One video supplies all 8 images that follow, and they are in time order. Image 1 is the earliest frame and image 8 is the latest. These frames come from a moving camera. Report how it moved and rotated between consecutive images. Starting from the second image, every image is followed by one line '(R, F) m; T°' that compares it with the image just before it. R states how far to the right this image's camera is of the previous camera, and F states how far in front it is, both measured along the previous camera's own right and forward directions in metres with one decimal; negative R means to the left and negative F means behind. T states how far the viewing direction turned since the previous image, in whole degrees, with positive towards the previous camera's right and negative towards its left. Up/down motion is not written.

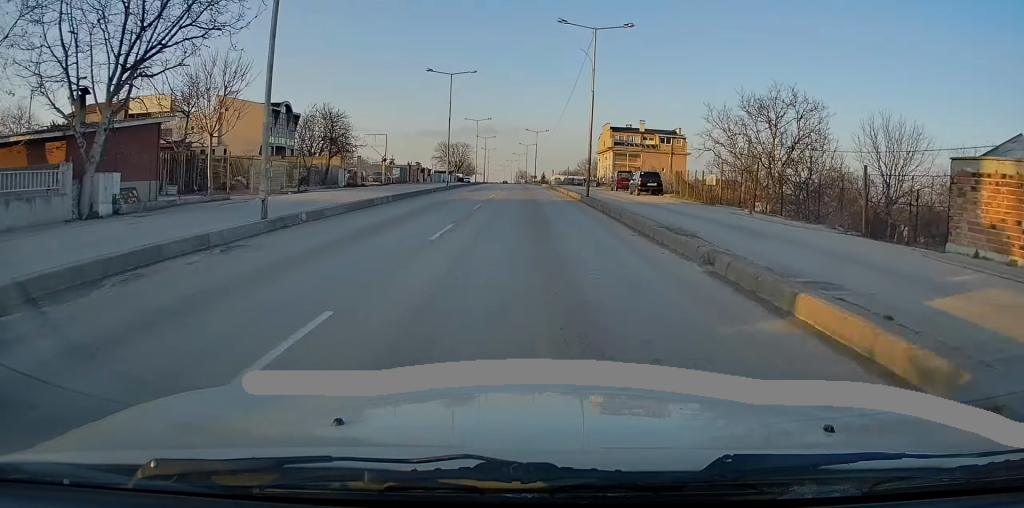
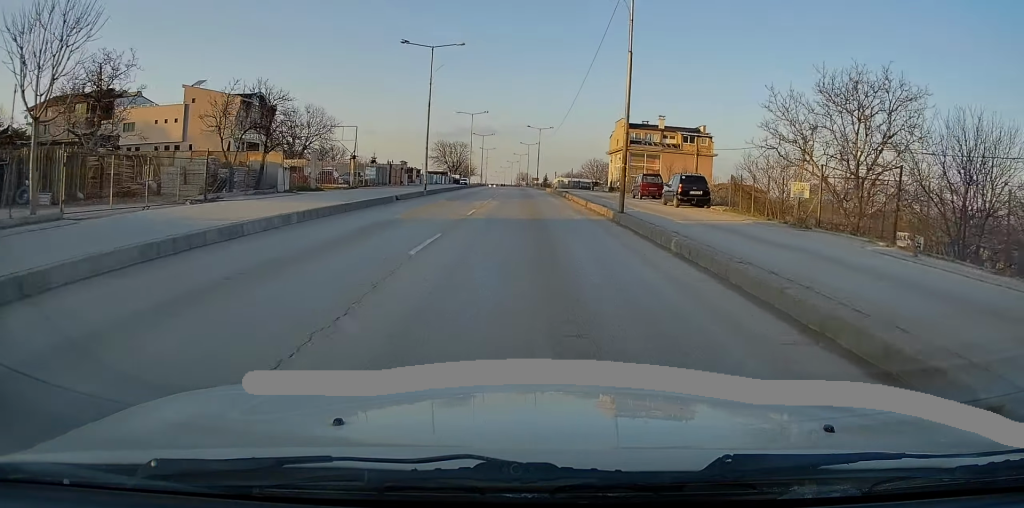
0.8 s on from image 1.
(+0.1, +10.8) m; 0°
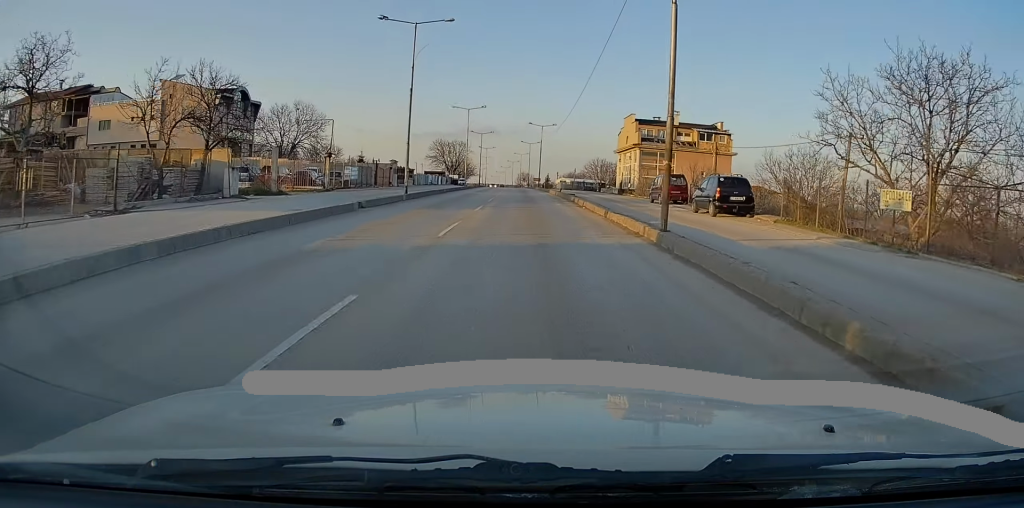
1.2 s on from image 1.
(-0.1, +6.1) m; 0°
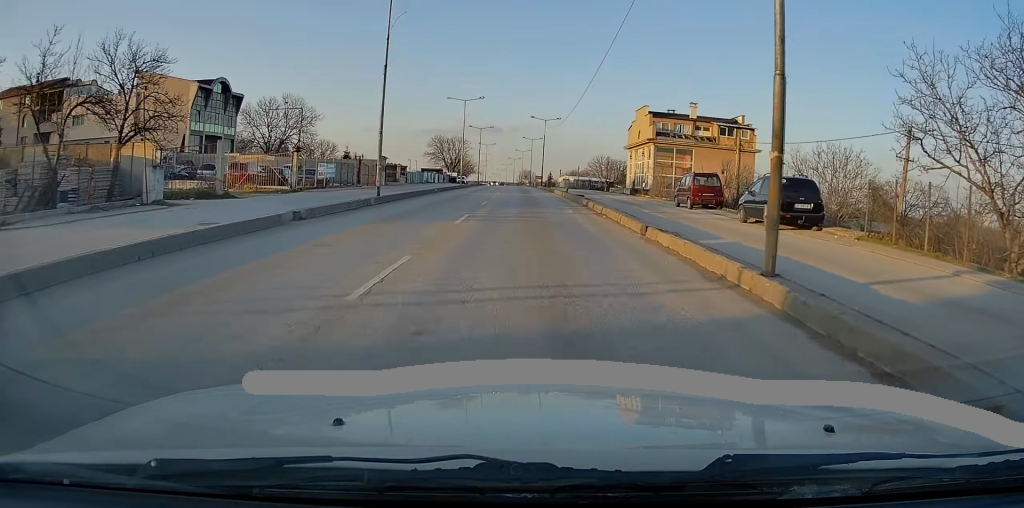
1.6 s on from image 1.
(-0.1, +6.1) m; 0°
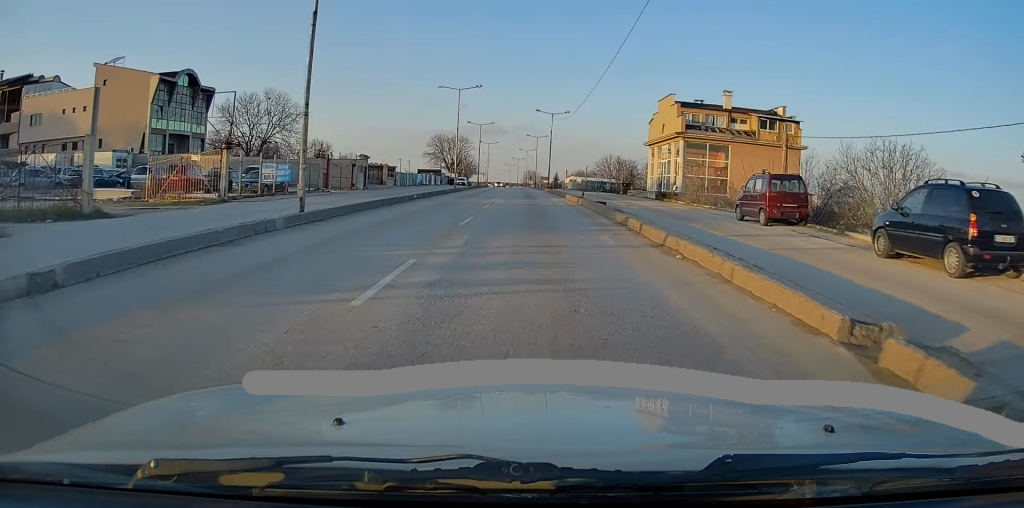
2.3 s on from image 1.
(+0.1, +8.9) m; 0°
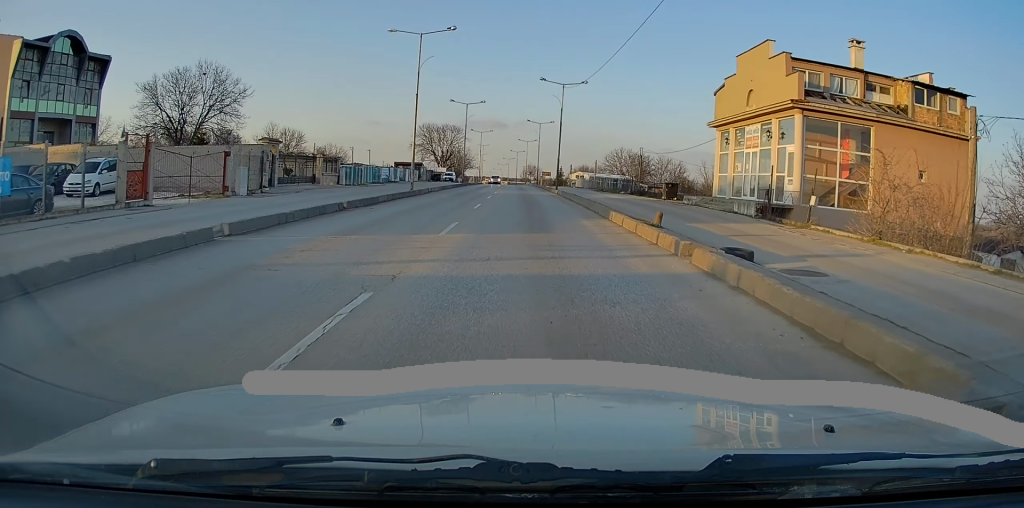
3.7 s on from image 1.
(-0.2, +20.2) m; -1°
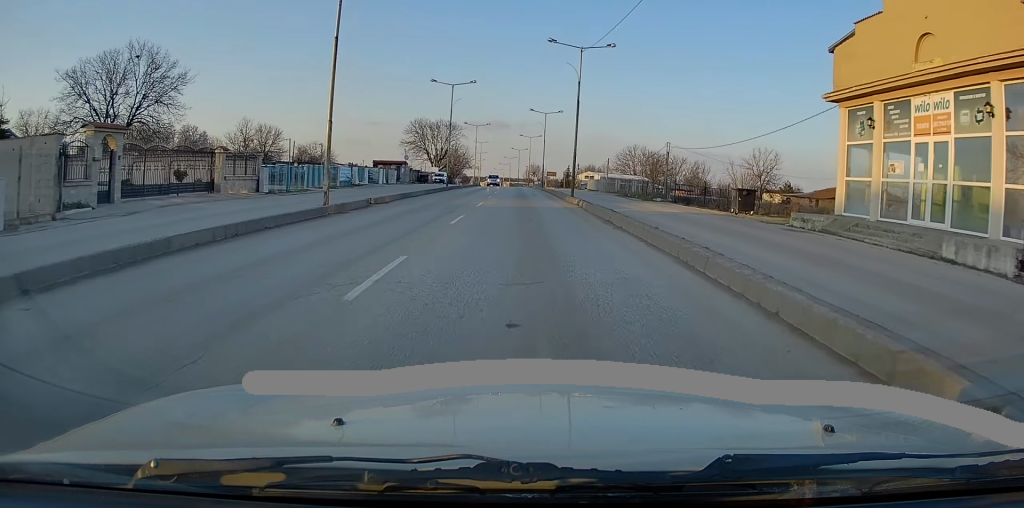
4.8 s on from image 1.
(+0.1, +15.0) m; 0°
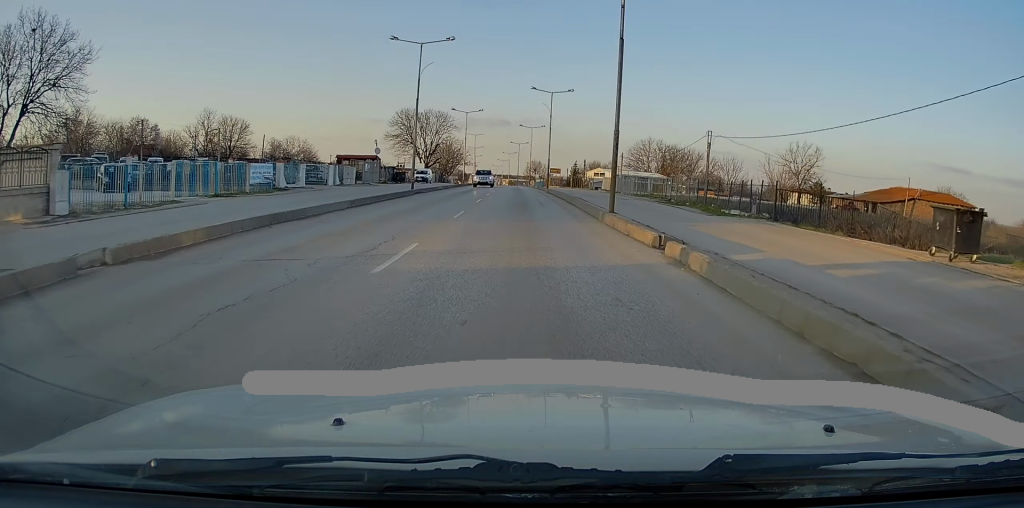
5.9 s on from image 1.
(-0.1, +15.9) m; 0°
